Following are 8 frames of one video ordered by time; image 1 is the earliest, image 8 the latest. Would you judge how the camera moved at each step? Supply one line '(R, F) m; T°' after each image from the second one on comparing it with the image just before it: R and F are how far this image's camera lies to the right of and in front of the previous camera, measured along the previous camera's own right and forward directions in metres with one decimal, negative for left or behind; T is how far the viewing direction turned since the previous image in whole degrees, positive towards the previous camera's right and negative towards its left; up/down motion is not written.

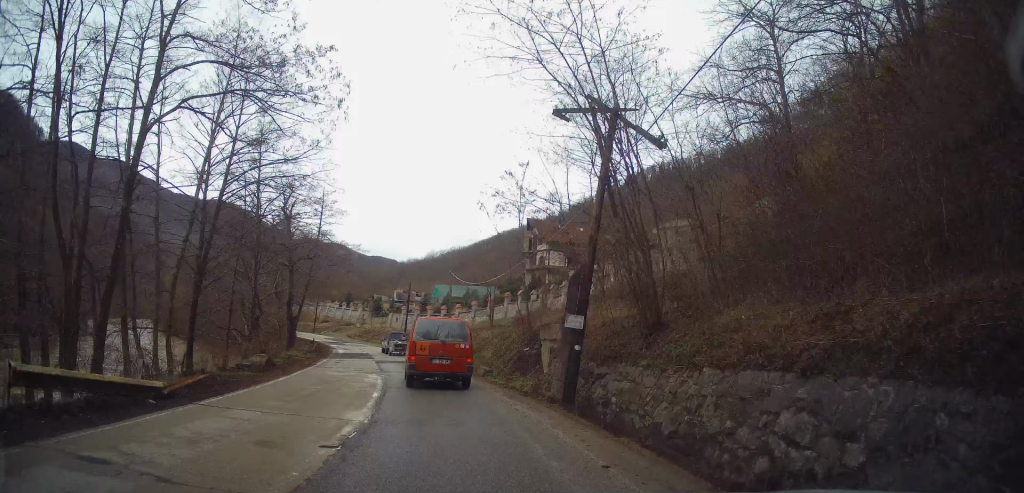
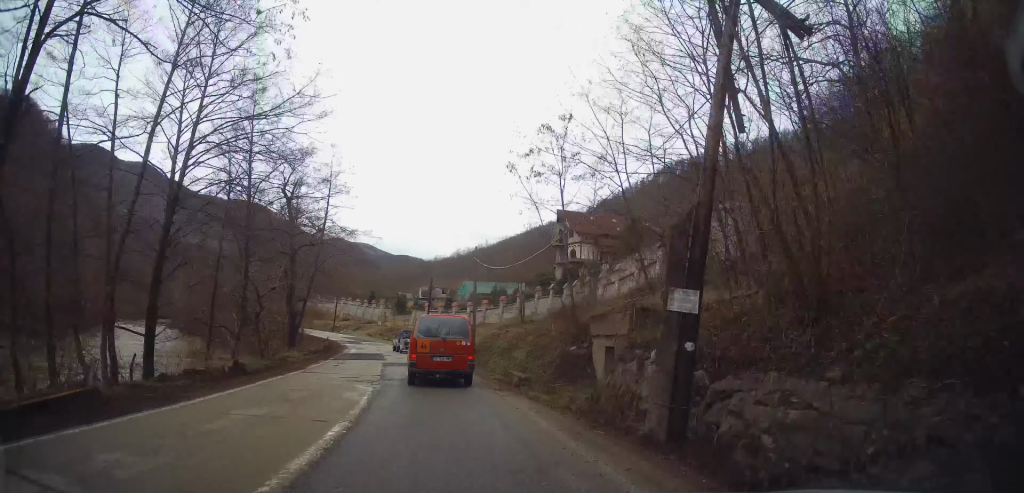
(-0.1, +5.5) m; -2°
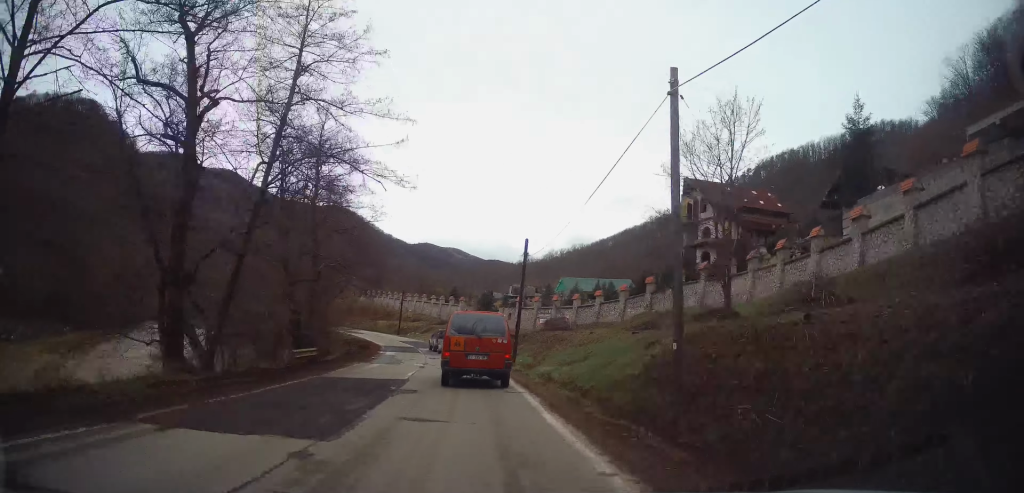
(-1.1, +23.0) m; -6°
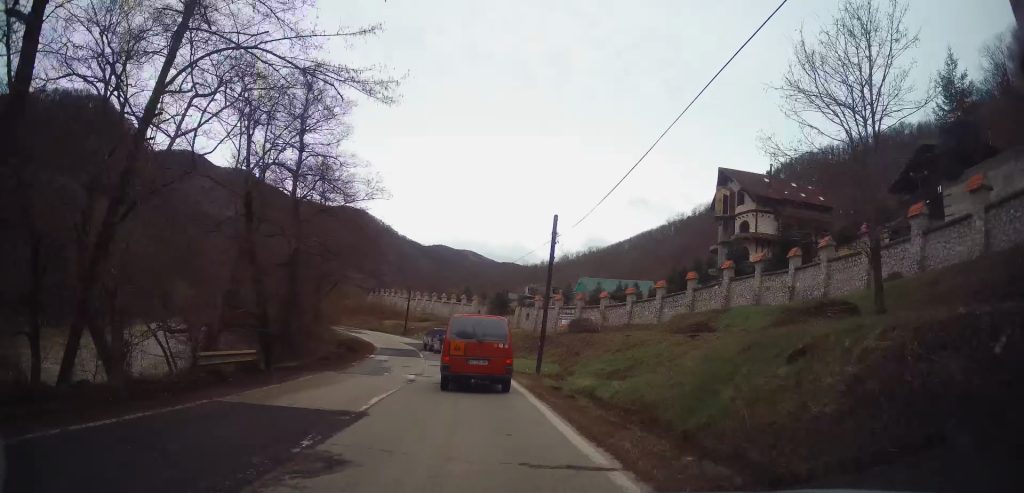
(-0.2, +7.3) m; -2°
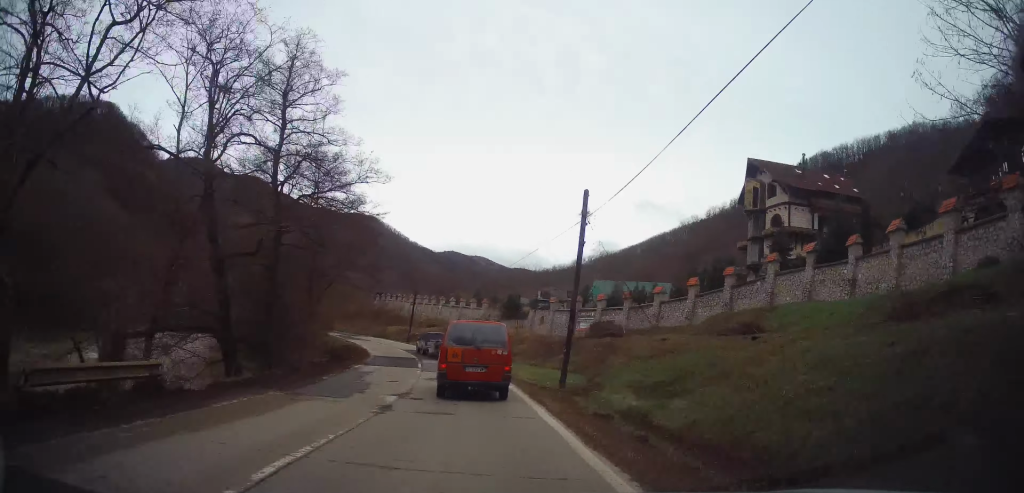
(0.0, +5.3) m; -1°
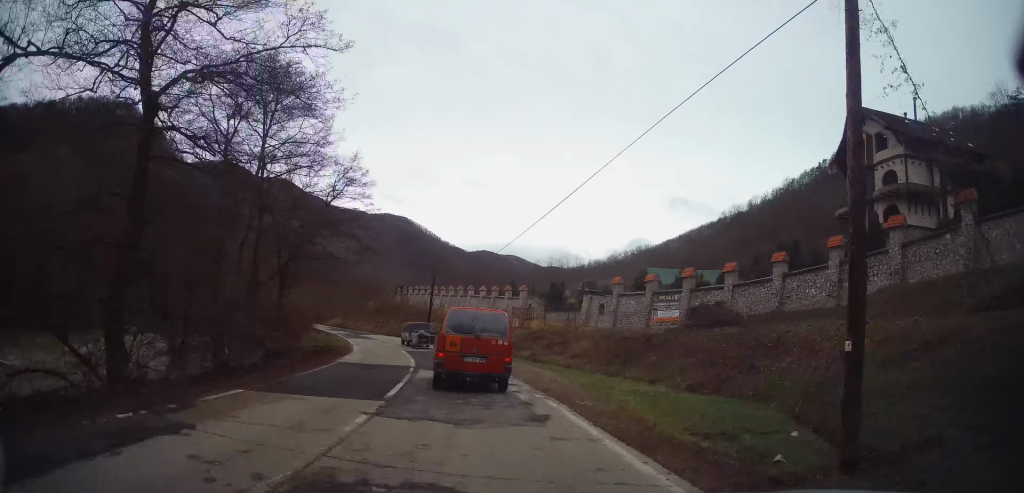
(-0.8, +15.3) m; -6°
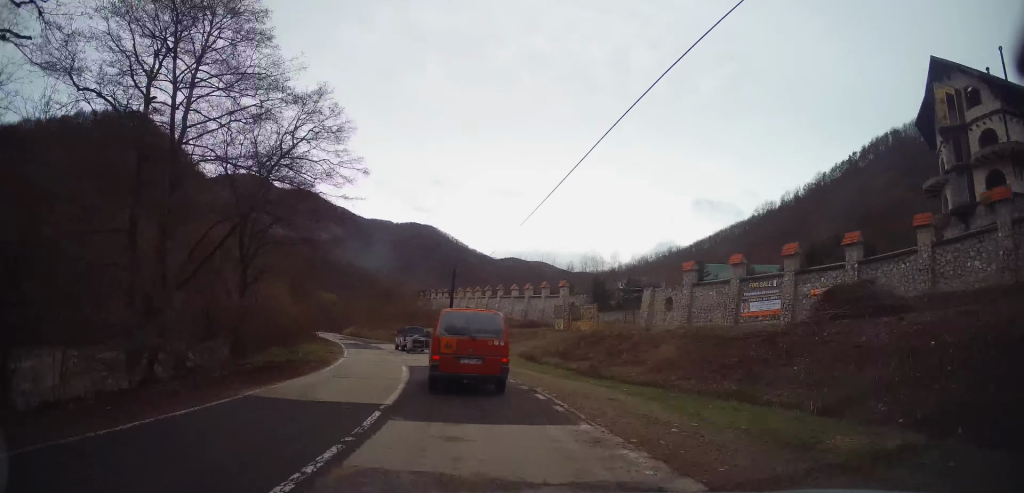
(-0.4, +10.4) m; -4°
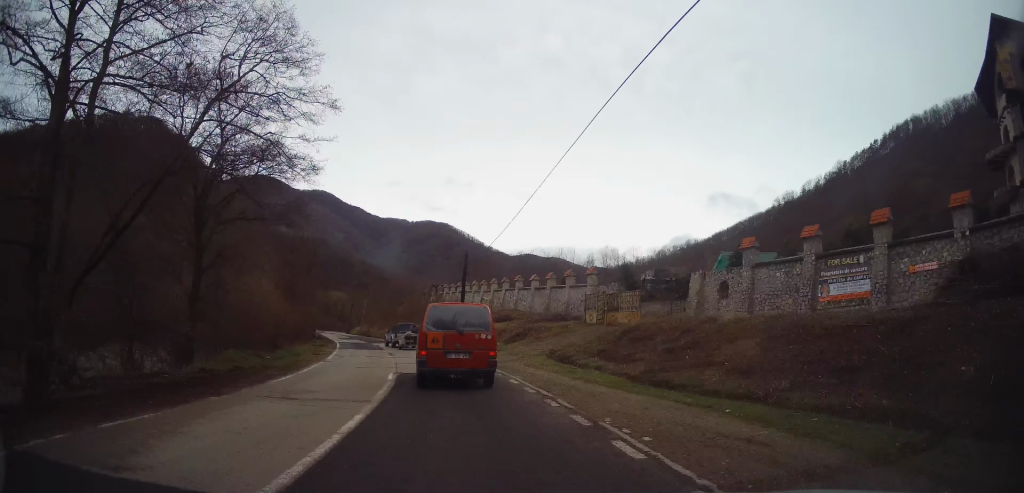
(-0.1, +6.4) m; -2°
